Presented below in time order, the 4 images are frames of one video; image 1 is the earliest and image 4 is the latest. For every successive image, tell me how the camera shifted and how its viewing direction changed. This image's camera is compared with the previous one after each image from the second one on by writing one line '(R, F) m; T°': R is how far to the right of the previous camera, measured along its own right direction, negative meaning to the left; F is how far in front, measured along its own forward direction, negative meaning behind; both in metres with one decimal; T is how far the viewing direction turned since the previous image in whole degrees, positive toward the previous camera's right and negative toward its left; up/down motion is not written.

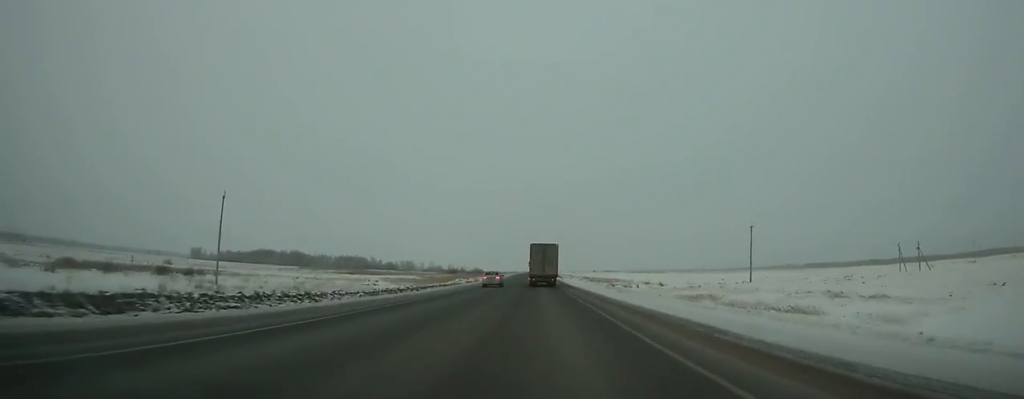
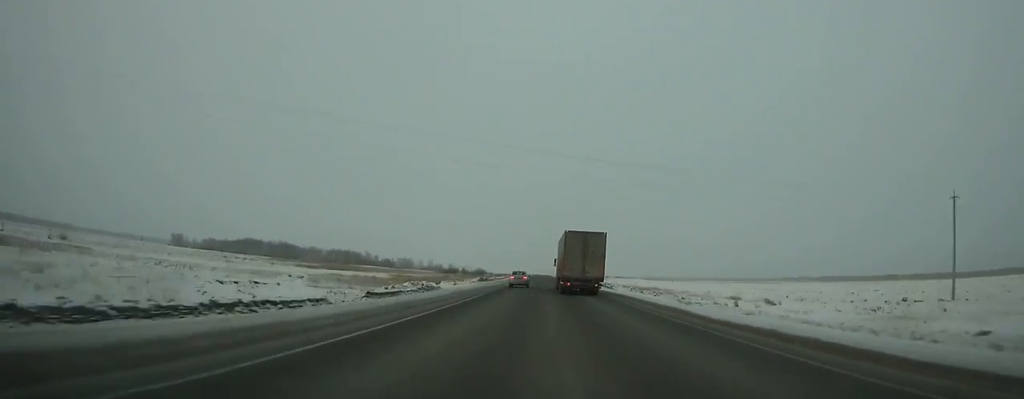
(-0.2, +65.0) m; 0°
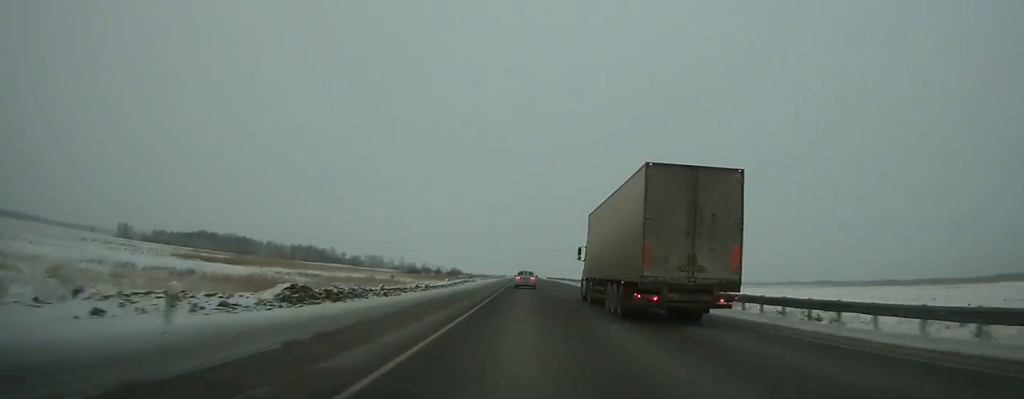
(+0.1, +75.0) m; +1°
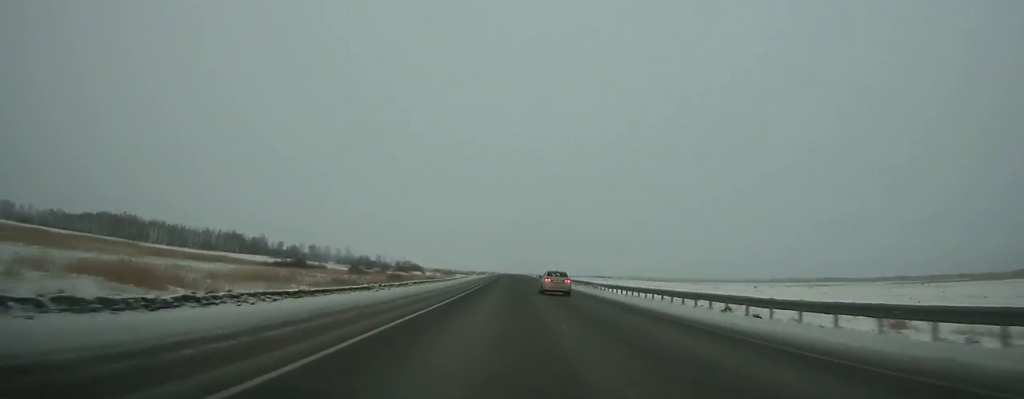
(+2.9, +153.9) m; +1°
